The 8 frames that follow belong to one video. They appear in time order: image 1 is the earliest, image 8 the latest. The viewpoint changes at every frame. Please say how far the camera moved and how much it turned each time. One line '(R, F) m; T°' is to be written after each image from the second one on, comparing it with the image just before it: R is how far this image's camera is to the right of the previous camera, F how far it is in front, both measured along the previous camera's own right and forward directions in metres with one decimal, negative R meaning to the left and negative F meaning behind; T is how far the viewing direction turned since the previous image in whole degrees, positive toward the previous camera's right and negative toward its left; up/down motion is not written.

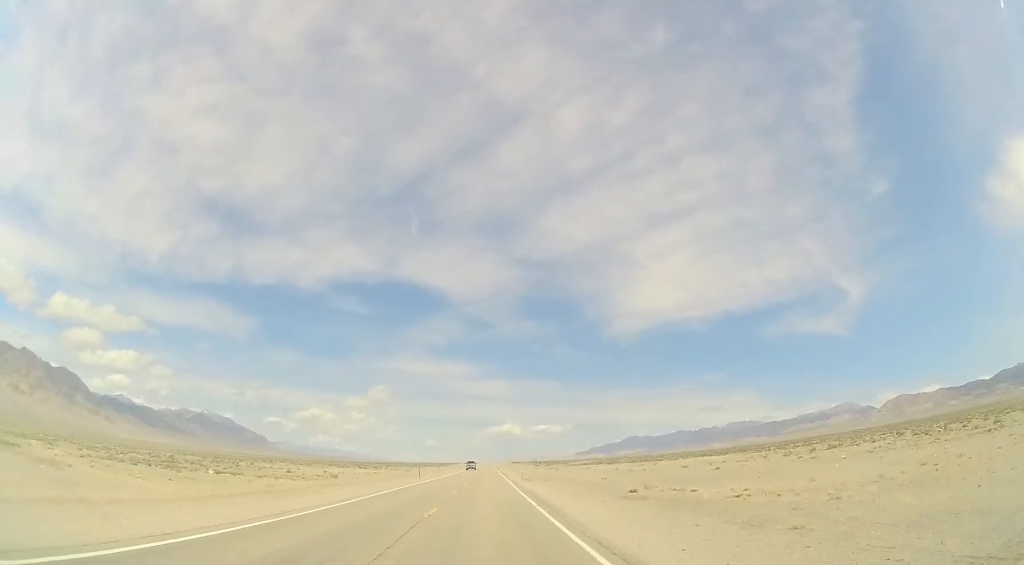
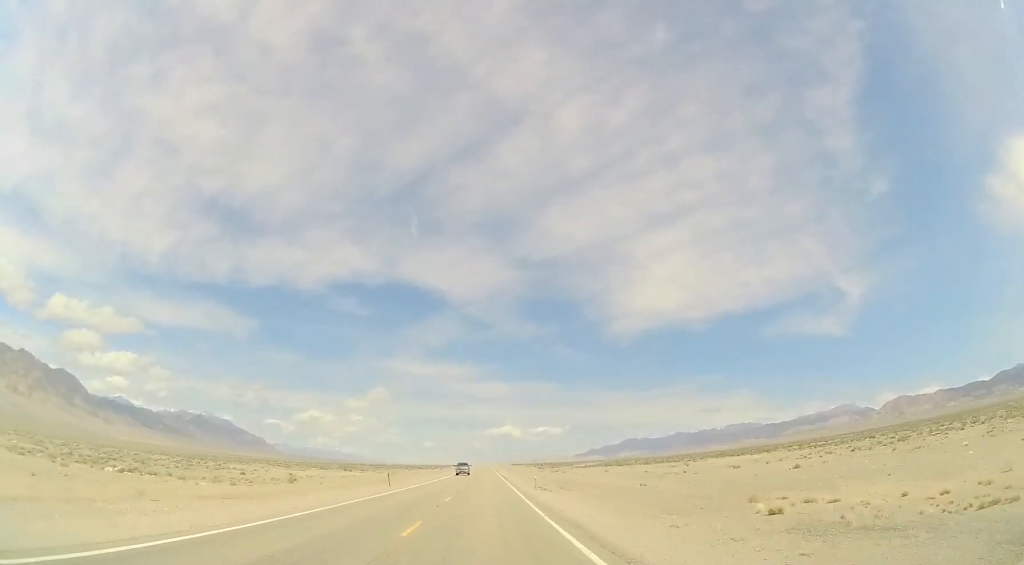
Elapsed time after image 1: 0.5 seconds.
(+0.1, +16.6) m; 0°
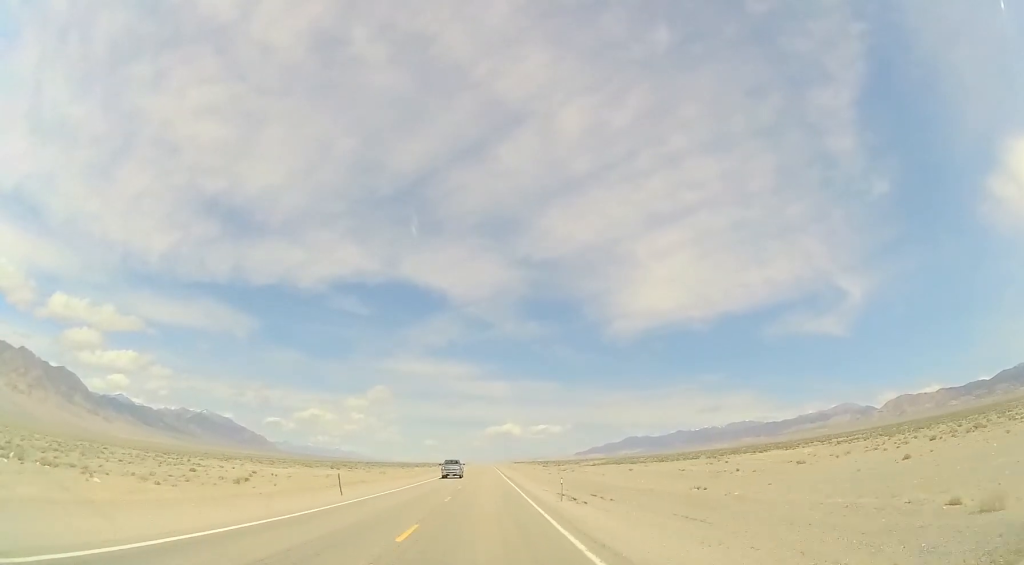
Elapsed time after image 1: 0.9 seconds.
(+0.1, +13.3) m; 0°
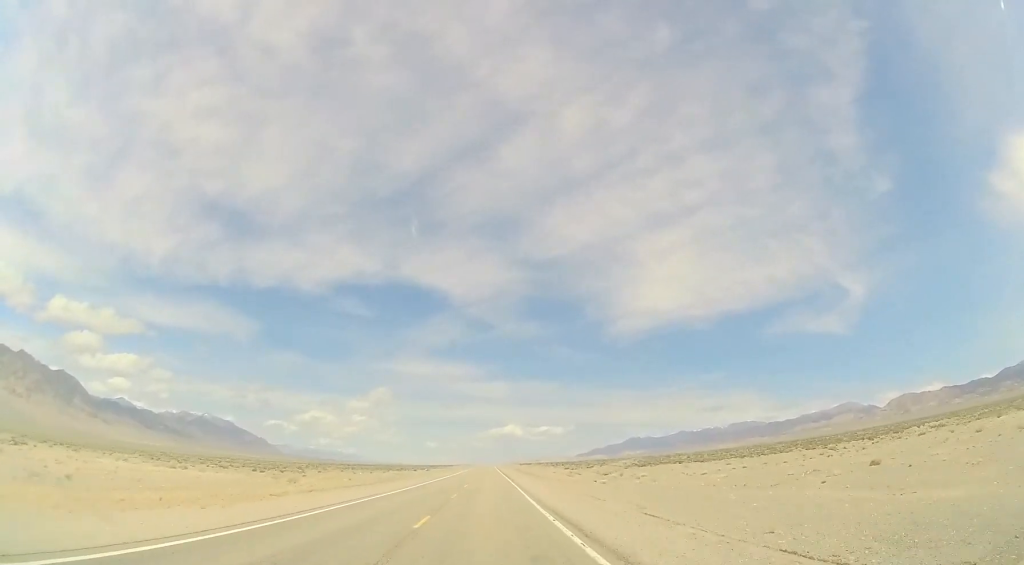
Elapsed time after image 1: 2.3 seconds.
(-0.2, +46.5) m; -1°
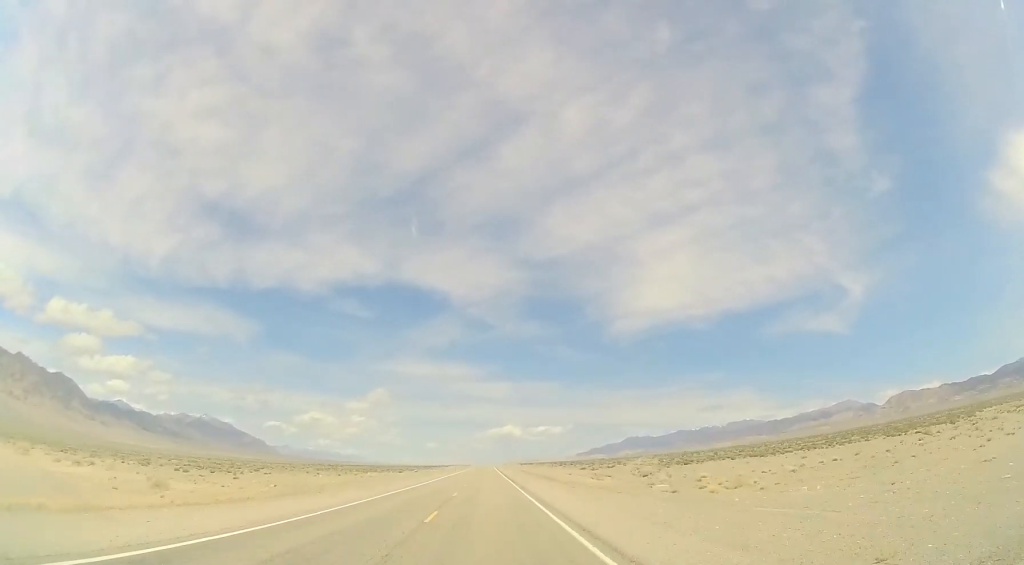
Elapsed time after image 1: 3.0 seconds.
(-0.2, +23.3) m; 0°
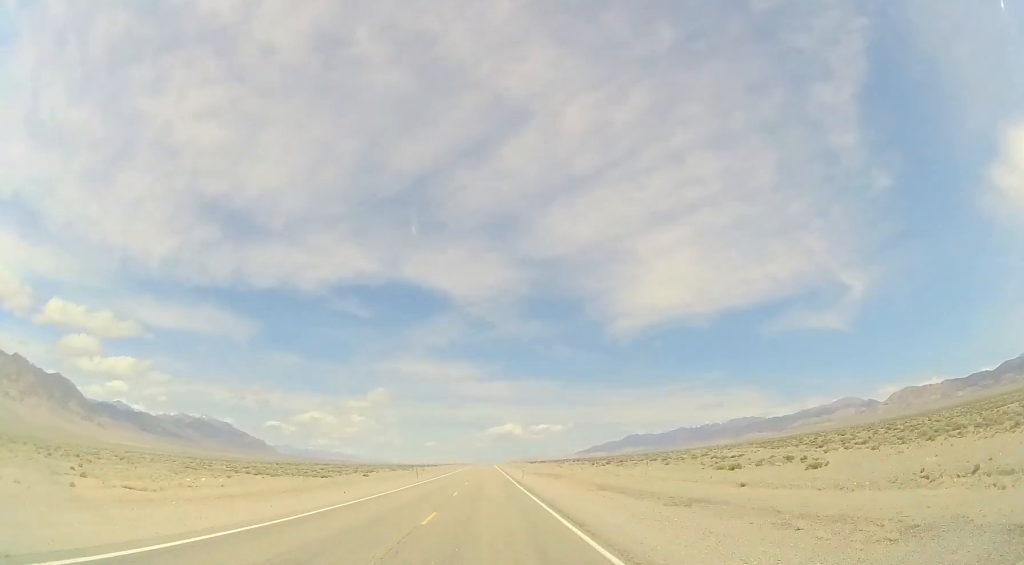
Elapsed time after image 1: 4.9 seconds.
(+0.7, +62.2) m; 0°
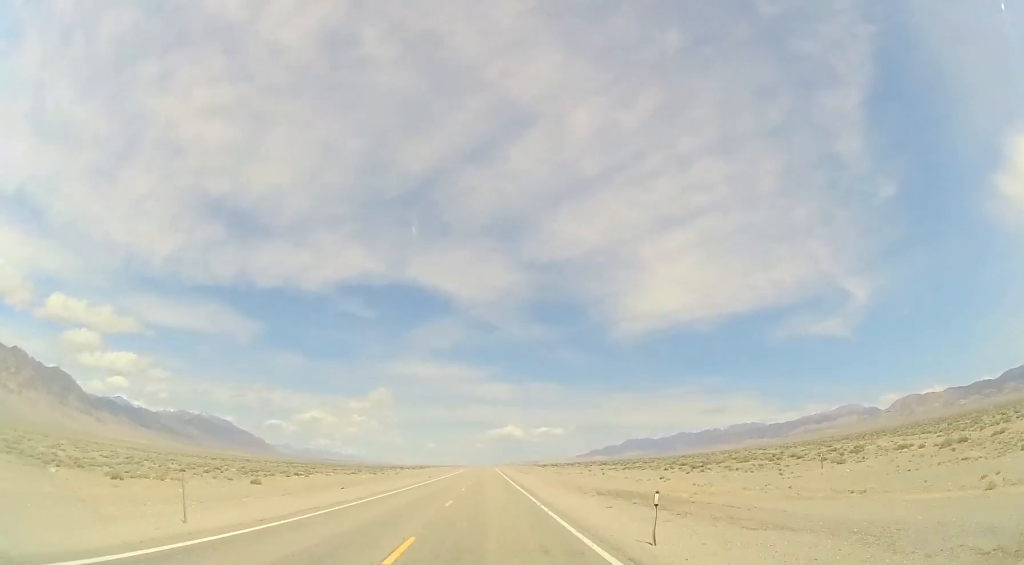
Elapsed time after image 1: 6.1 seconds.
(-0.6, +42.3) m; 0°
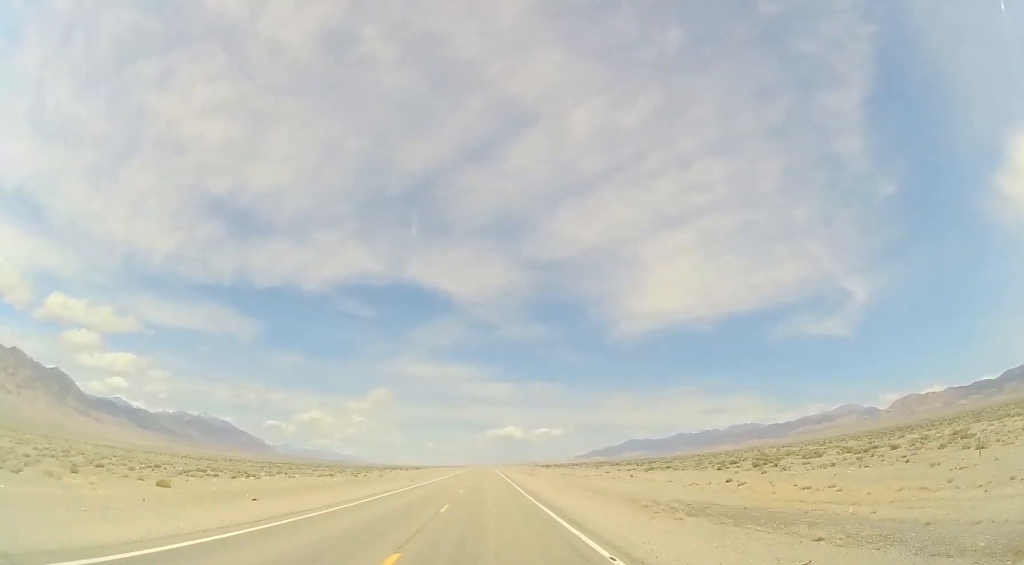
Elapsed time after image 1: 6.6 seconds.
(+0.3, +14.4) m; 0°
